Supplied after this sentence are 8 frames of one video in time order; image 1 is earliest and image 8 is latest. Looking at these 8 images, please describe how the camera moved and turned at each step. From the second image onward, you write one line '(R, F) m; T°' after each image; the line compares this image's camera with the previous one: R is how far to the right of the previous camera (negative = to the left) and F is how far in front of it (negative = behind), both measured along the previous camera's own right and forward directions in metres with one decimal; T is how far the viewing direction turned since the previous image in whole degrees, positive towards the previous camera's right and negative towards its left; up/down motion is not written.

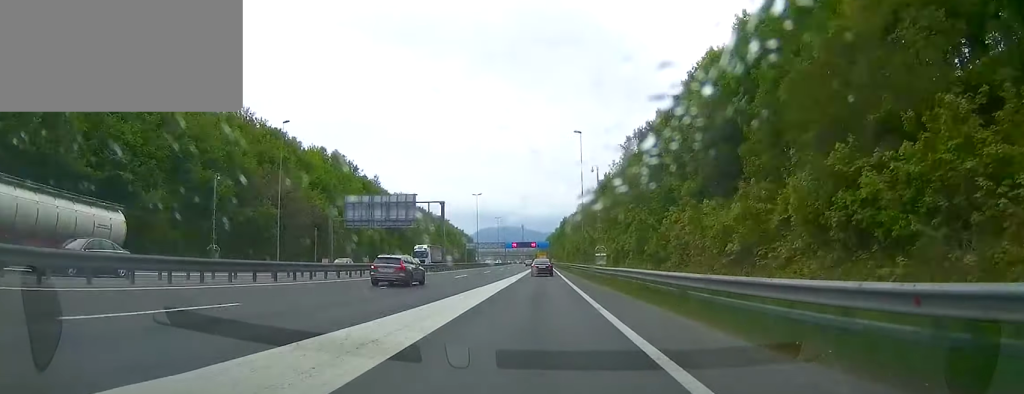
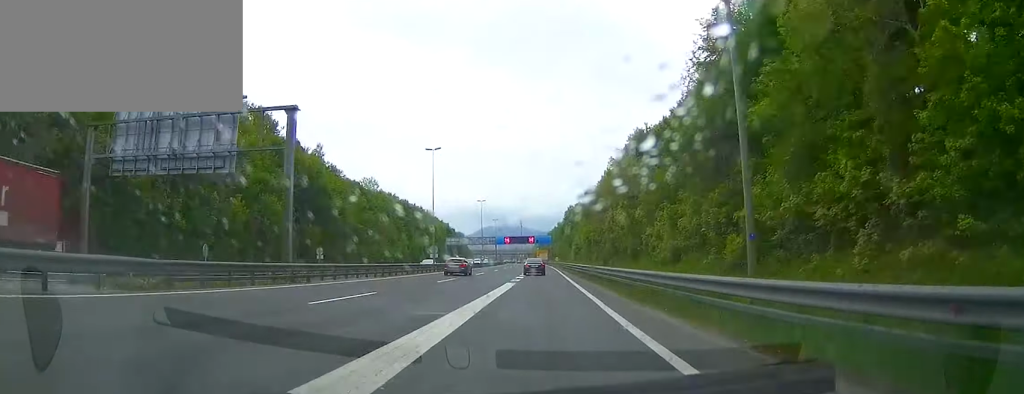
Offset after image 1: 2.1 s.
(-1.4, +48.6) m; -3°
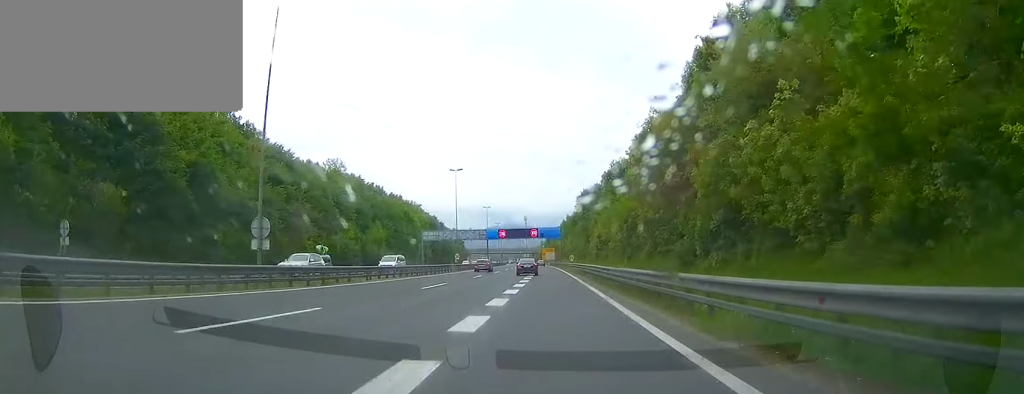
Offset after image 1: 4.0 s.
(-1.1, +43.7) m; -2°
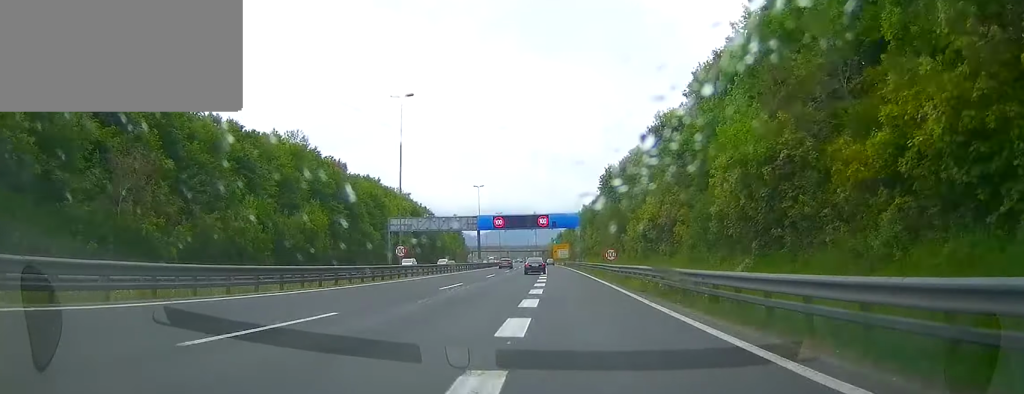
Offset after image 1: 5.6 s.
(-1.0, +36.8) m; -1°
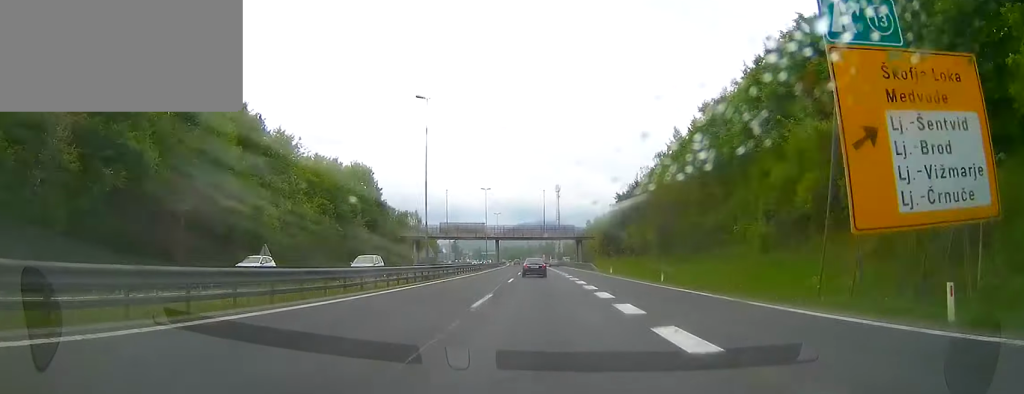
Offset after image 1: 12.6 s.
(-1.3, +168.0) m; -1°
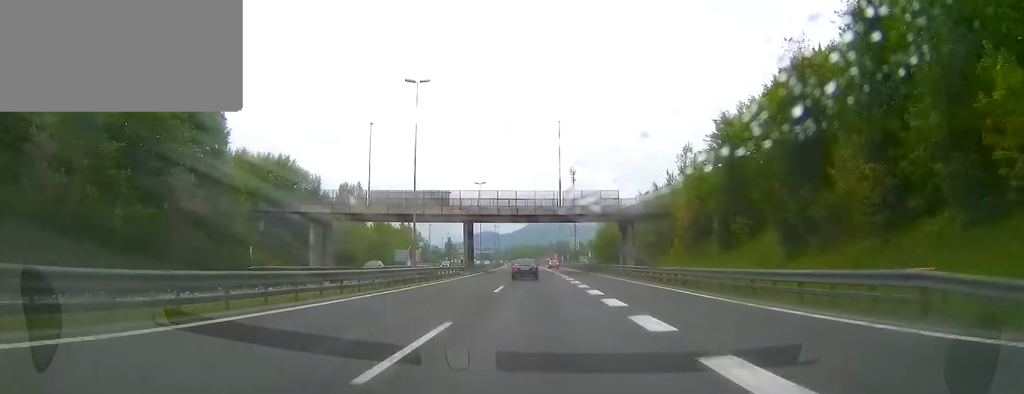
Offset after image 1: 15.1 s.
(+0.1, +62.6) m; -2°
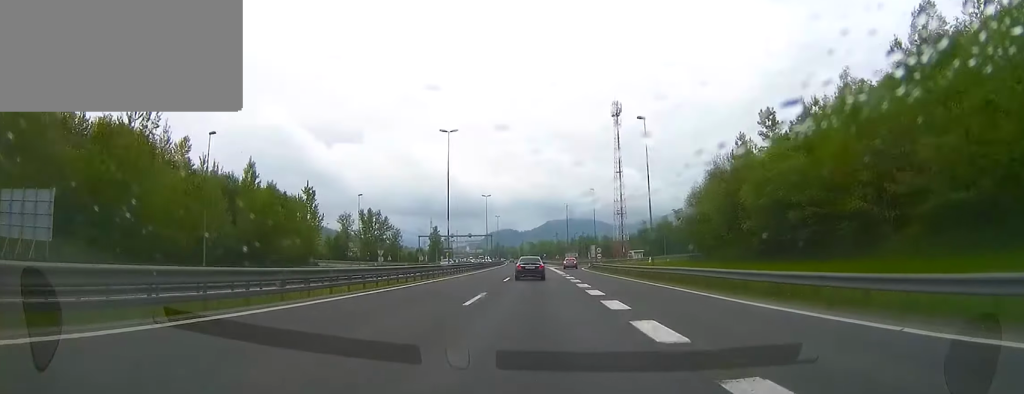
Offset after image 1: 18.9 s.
(-2.8, +96.9) m; -2°
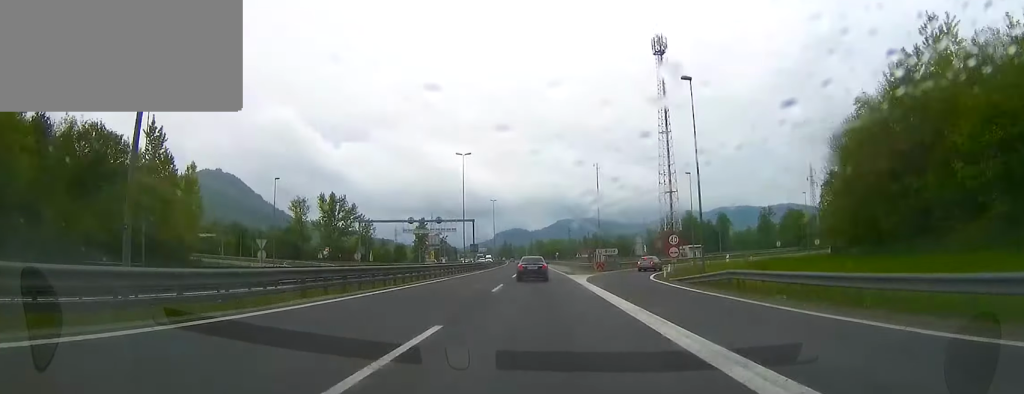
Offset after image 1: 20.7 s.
(0.0, +46.2) m; 0°
